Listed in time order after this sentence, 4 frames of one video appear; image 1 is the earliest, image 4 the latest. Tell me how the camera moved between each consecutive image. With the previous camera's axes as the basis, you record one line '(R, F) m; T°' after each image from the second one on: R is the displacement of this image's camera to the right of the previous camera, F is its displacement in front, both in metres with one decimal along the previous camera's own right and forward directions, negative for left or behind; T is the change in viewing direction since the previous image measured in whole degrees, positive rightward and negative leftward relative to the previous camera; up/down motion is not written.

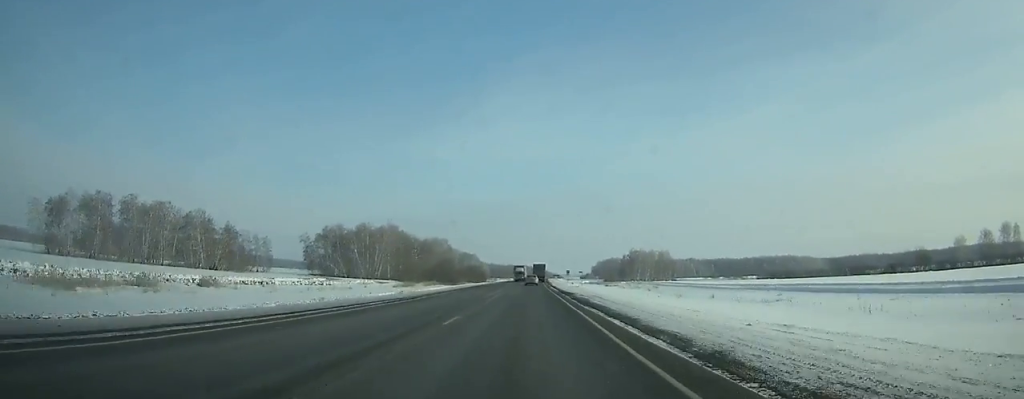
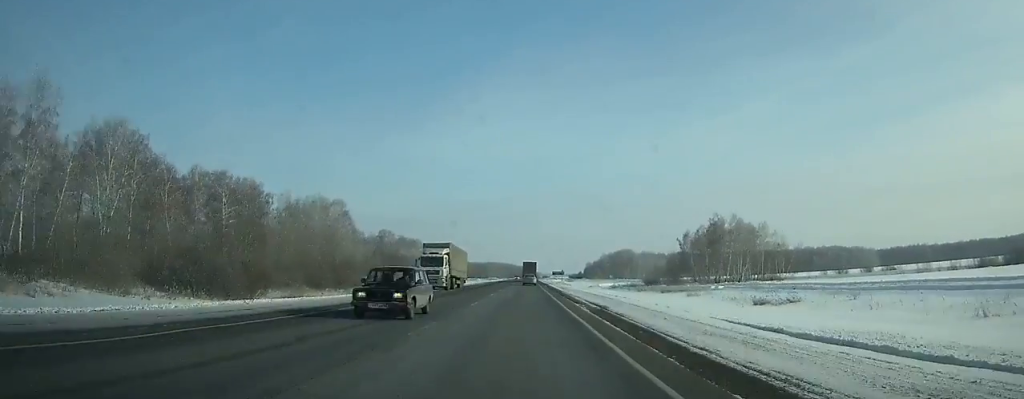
(+1.5, +168.2) m; +1°
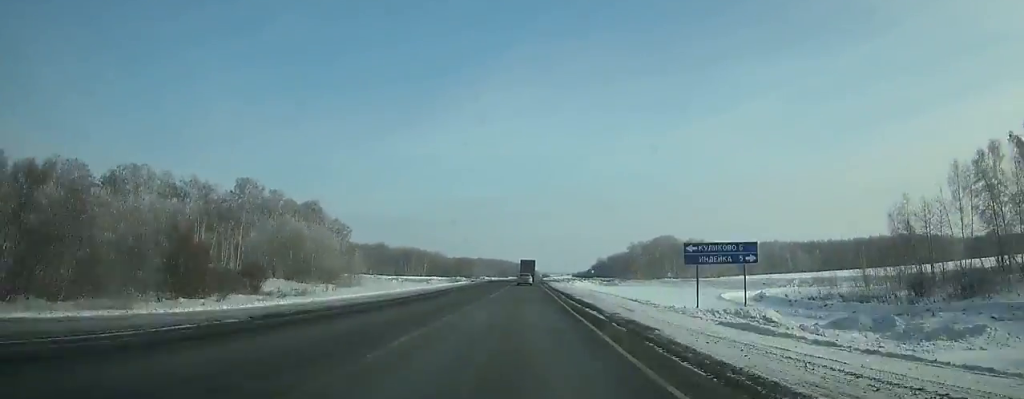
(+0.3, +132.6) m; 0°
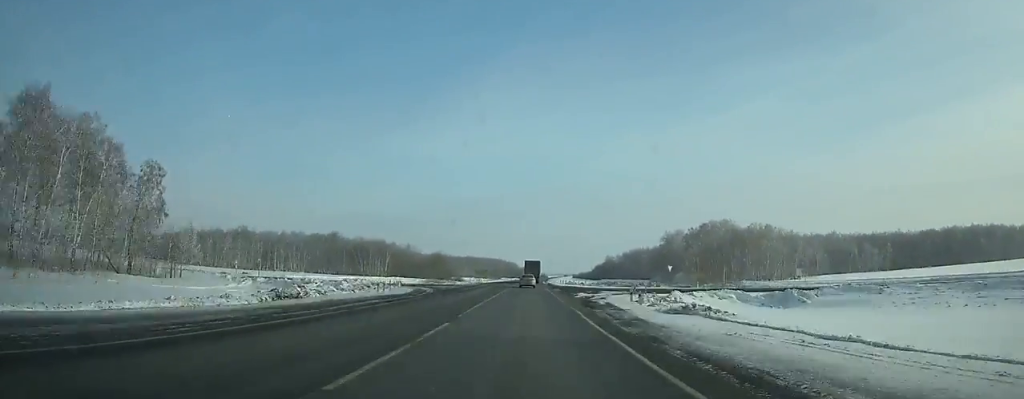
(+0.3, +86.9) m; +1°
